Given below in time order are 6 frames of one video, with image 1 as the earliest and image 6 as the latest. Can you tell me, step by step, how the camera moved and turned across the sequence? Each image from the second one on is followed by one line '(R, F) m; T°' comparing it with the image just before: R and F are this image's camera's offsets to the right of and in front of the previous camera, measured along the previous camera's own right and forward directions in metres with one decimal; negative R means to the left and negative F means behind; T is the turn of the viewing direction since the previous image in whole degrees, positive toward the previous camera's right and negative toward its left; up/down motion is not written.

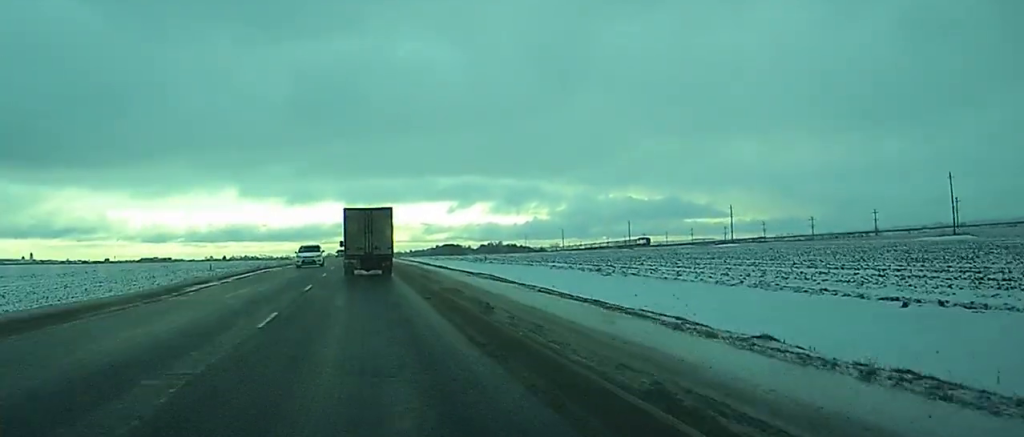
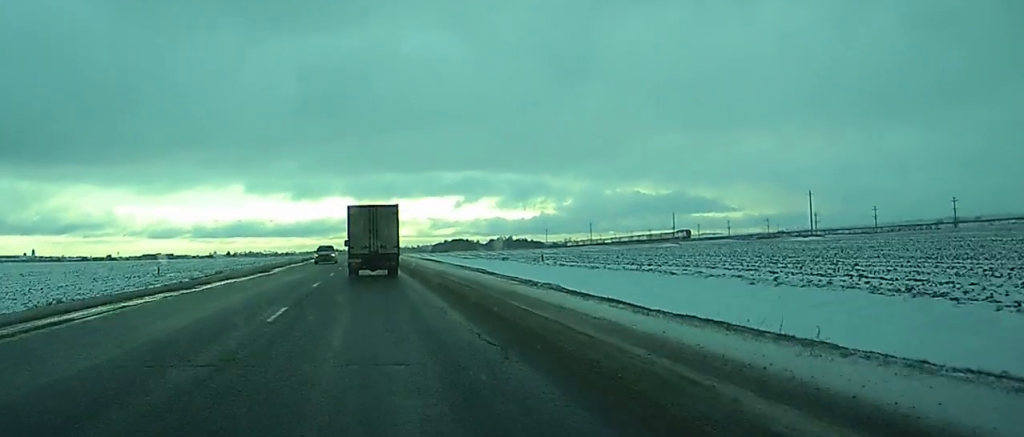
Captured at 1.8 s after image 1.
(0.0, +35.7) m; 0°
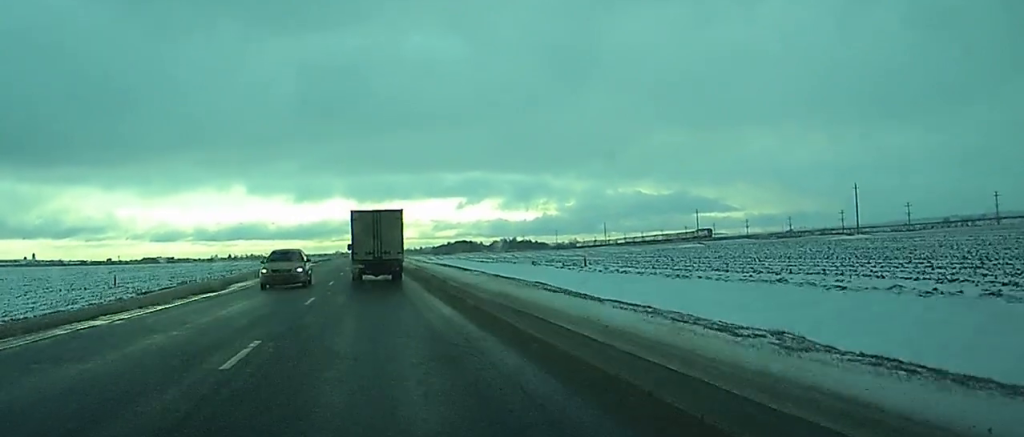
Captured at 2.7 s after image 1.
(0.0, +16.7) m; 0°
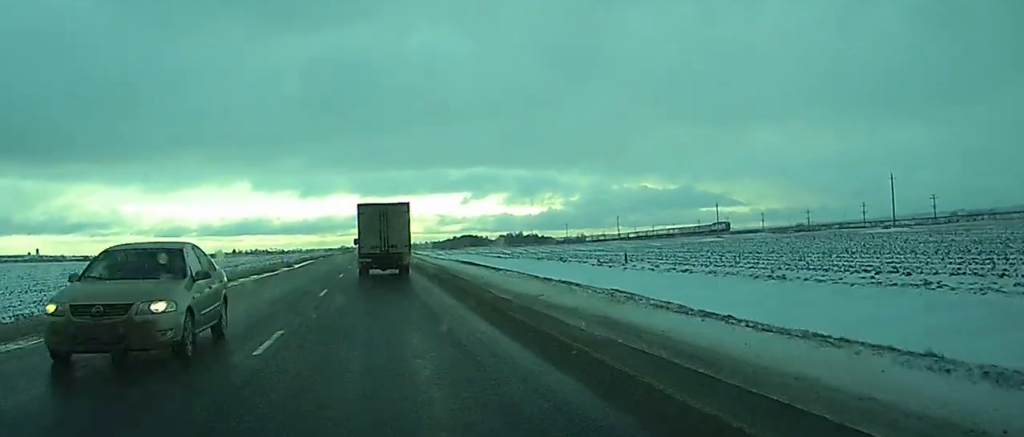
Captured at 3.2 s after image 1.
(0.0, +10.3) m; 0°
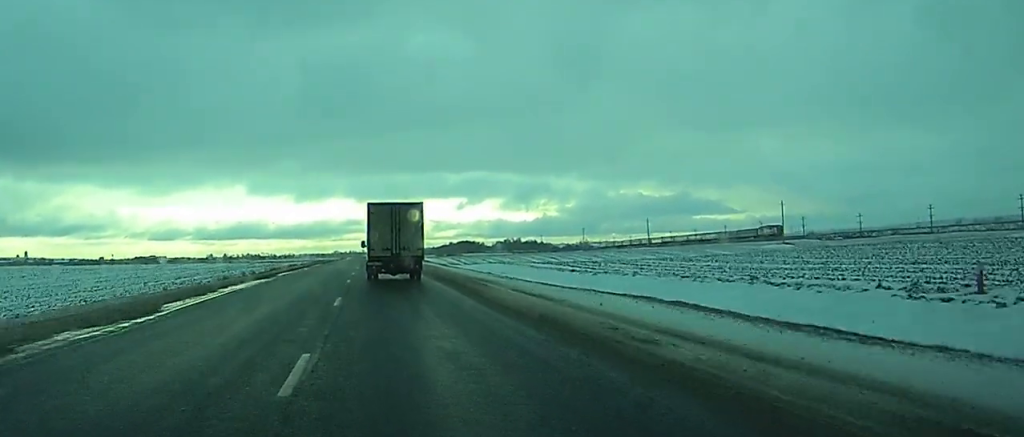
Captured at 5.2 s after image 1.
(-0.2, +38.2) m; -1°
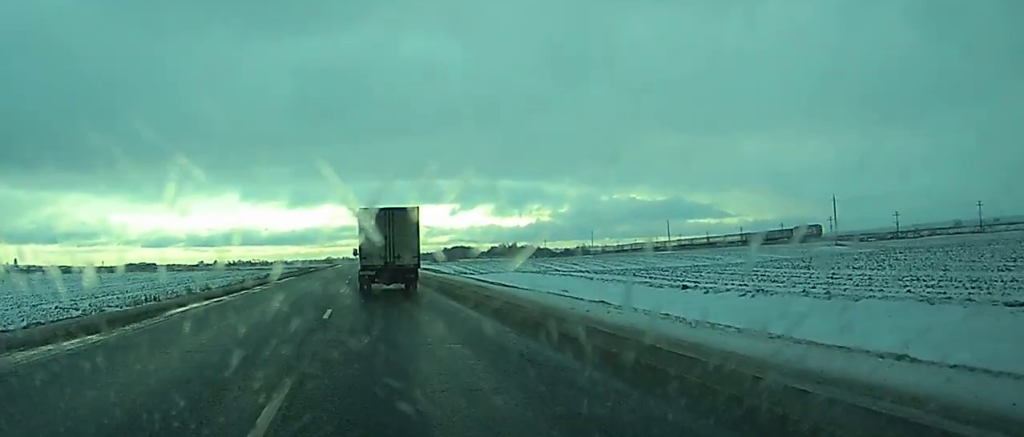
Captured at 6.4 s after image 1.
(-0.1, +24.6) m; 0°
